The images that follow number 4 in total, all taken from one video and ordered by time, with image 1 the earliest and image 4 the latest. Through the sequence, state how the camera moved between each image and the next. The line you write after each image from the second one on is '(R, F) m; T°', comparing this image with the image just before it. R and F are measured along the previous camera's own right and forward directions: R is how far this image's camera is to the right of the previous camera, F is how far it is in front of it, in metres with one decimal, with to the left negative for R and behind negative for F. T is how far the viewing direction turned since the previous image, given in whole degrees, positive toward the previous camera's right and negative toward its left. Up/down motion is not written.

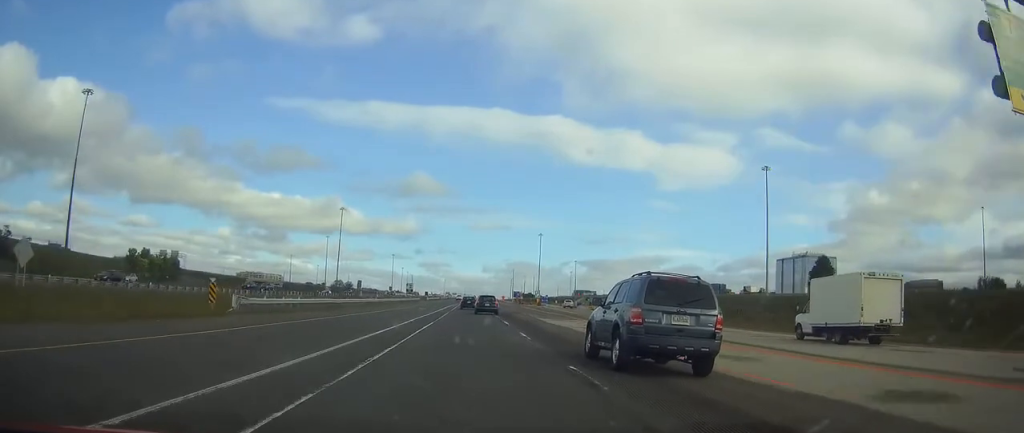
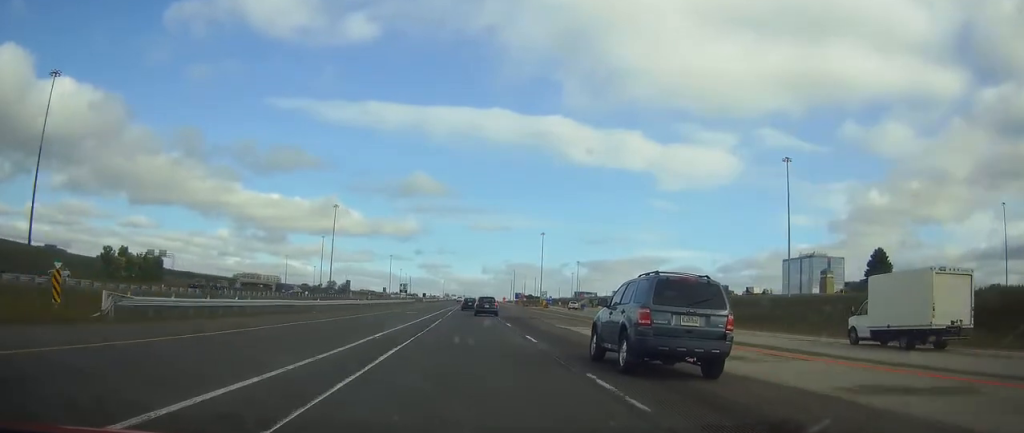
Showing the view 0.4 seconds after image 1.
(+0.1, +13.2) m; 0°
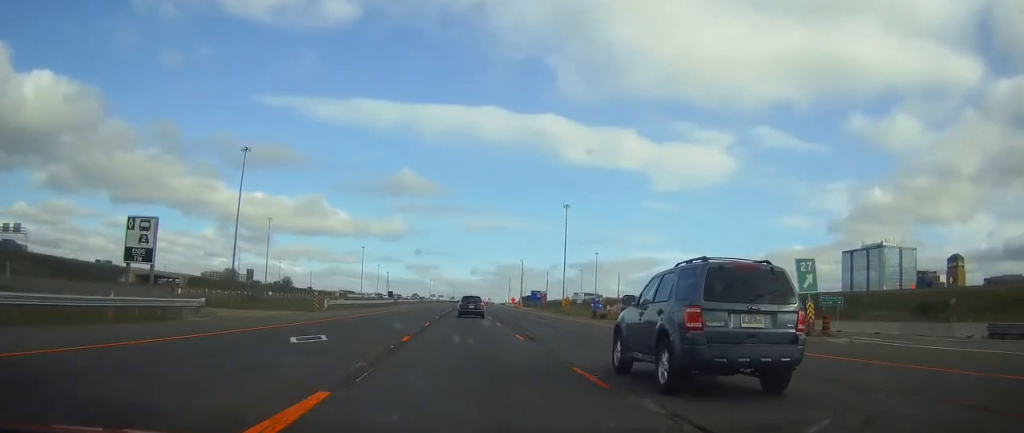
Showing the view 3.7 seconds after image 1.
(+1.2, +108.5) m; +1°
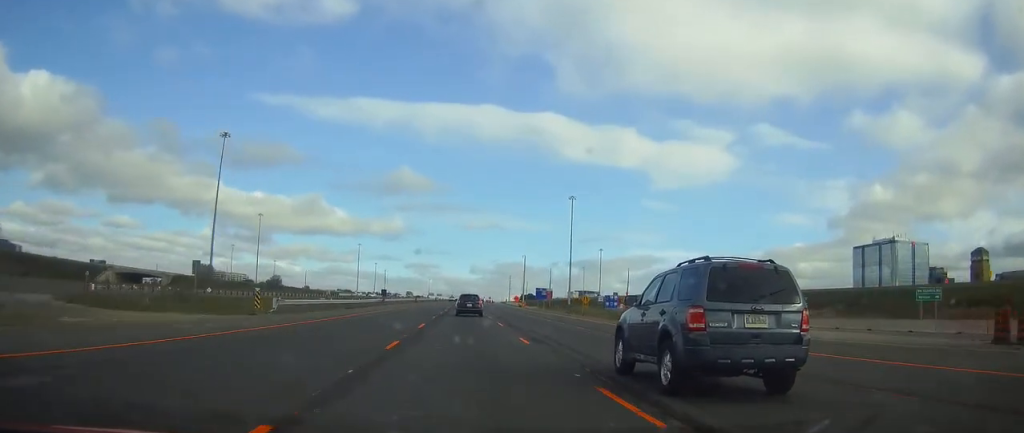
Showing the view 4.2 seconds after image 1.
(0.0, +15.1) m; 0°
